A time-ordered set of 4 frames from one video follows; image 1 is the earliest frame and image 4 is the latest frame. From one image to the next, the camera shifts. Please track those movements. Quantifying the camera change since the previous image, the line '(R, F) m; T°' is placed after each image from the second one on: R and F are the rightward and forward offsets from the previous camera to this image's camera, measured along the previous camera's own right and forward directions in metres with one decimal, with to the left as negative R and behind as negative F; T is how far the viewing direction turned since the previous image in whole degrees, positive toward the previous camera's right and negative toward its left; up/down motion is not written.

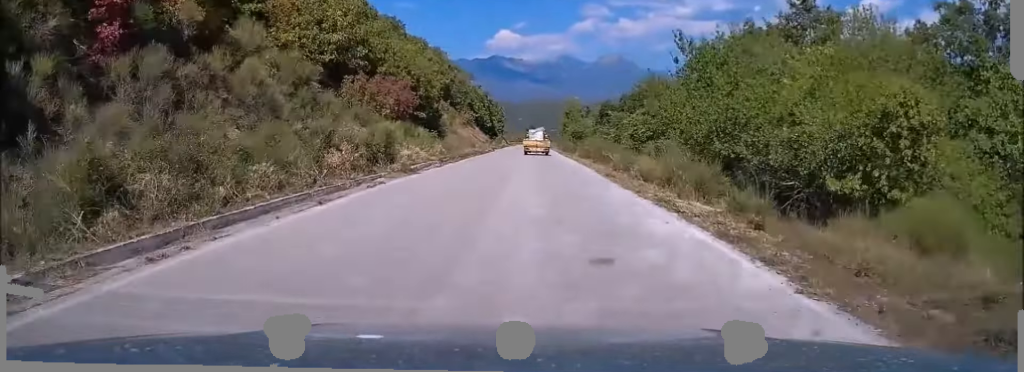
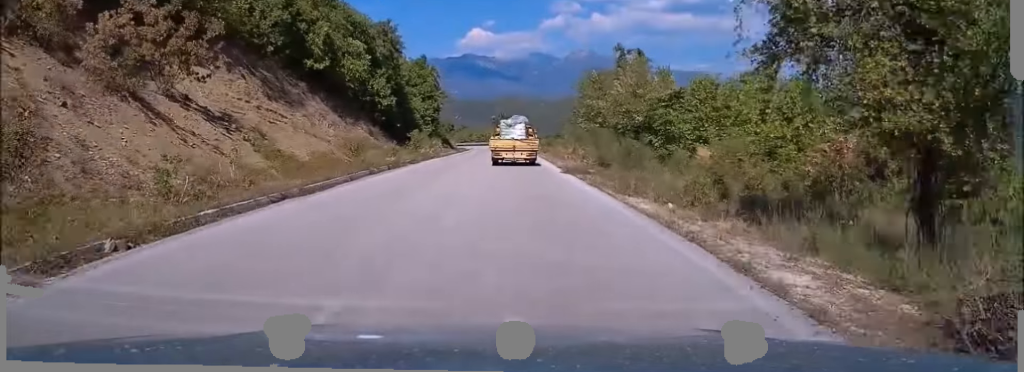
(+4.5, +90.1) m; +4°
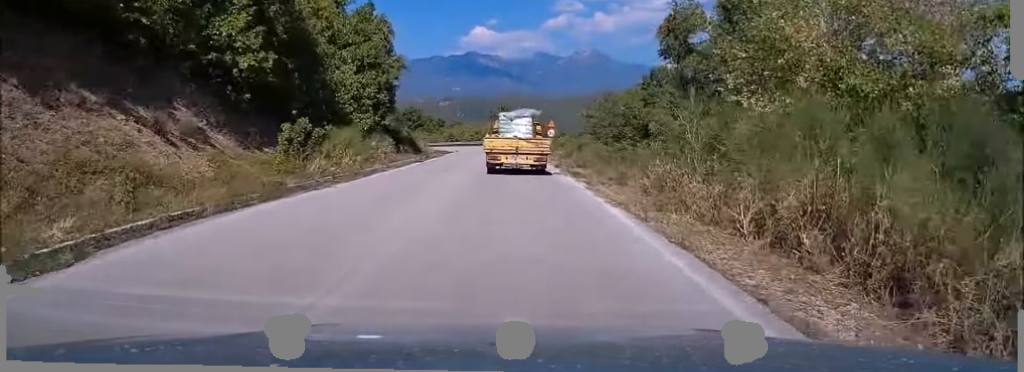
(+0.2, +31.5) m; 0°
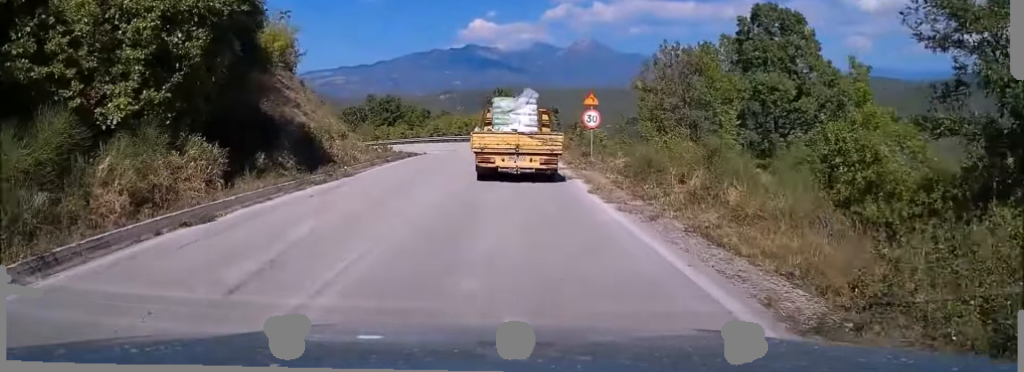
(-0.1, +25.7) m; -1°
